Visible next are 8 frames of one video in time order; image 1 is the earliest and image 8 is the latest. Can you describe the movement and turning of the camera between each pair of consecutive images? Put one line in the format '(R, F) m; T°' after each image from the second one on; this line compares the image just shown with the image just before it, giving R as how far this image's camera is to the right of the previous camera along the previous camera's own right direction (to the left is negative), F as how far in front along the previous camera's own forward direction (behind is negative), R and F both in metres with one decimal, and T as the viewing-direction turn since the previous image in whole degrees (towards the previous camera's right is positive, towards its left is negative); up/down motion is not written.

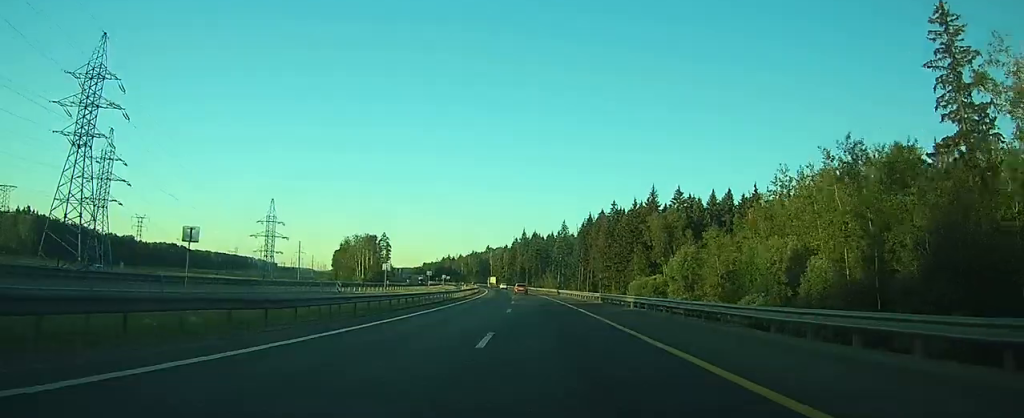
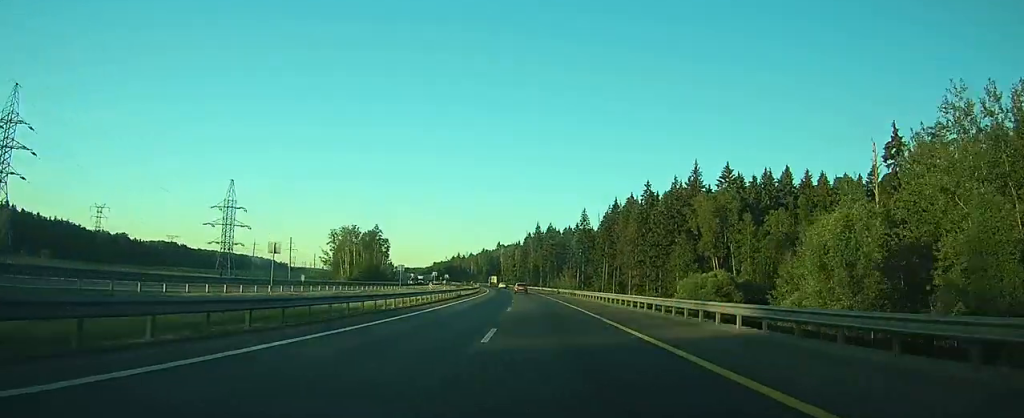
(-0.5, +31.5) m; -2°
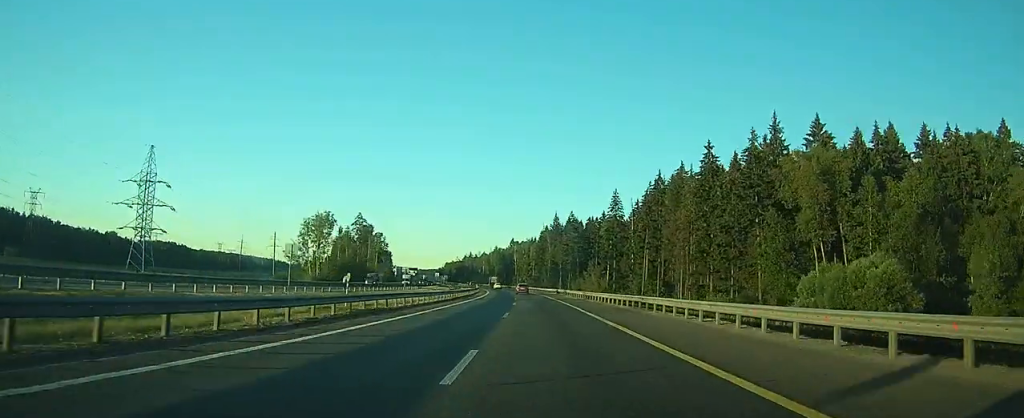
(-0.5, +37.9) m; -1°
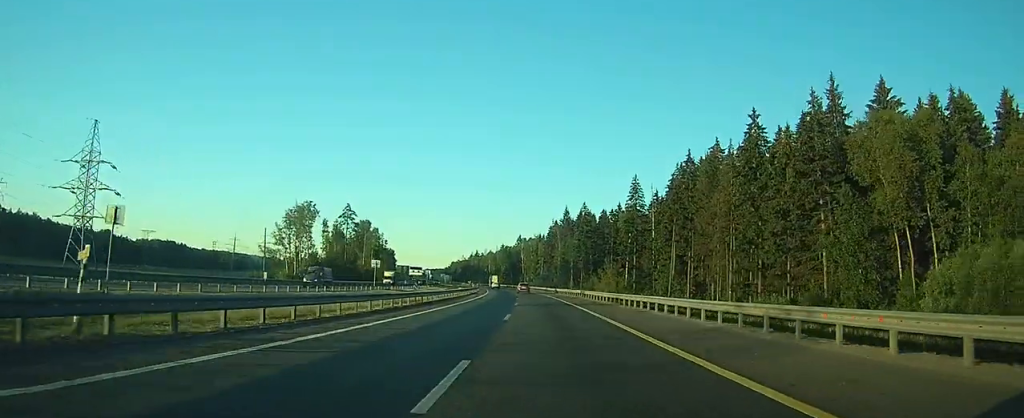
(-0.2, +18.0) m; -1°
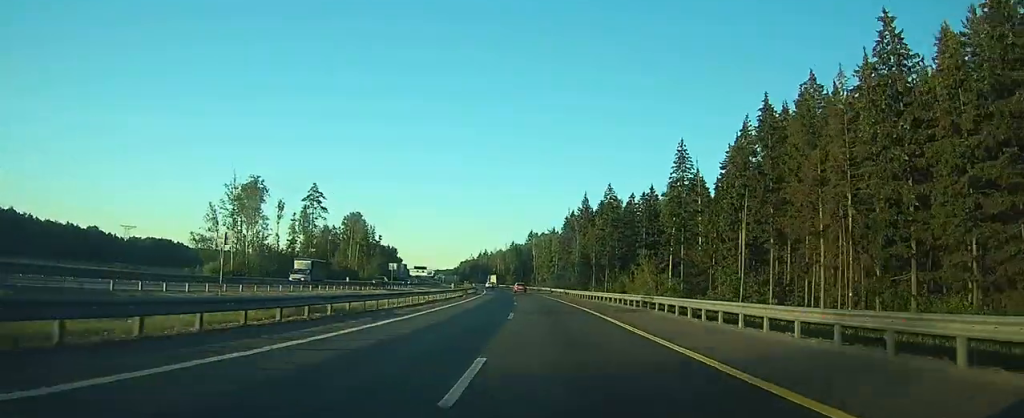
(-0.4, +31.8) m; -1°
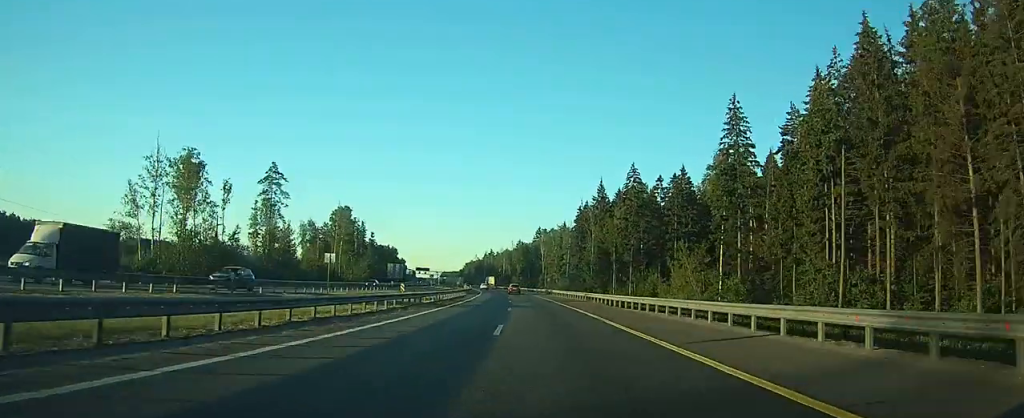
(-0.2, +23.4) m; -1°
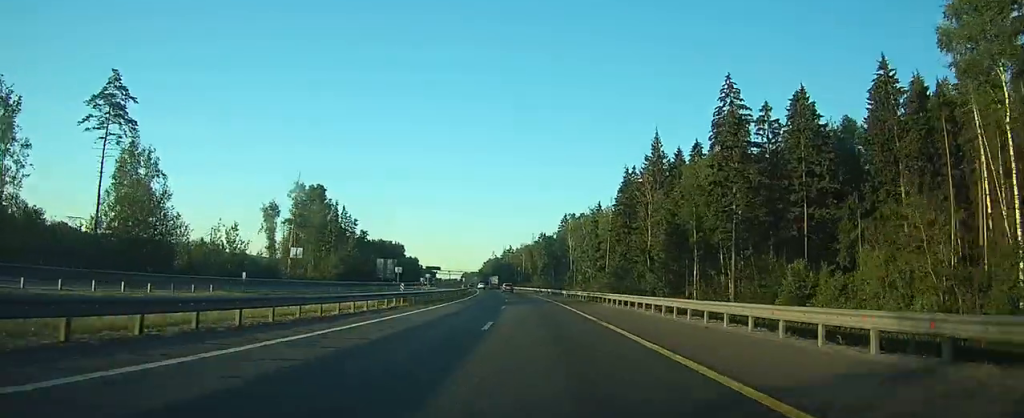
(-0.8, +46.9) m; -2°
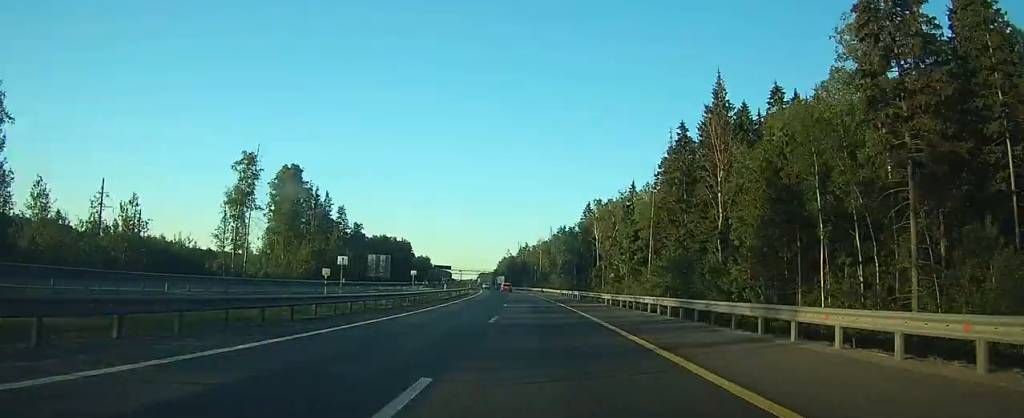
(-0.4, +28.9) m; -1°
